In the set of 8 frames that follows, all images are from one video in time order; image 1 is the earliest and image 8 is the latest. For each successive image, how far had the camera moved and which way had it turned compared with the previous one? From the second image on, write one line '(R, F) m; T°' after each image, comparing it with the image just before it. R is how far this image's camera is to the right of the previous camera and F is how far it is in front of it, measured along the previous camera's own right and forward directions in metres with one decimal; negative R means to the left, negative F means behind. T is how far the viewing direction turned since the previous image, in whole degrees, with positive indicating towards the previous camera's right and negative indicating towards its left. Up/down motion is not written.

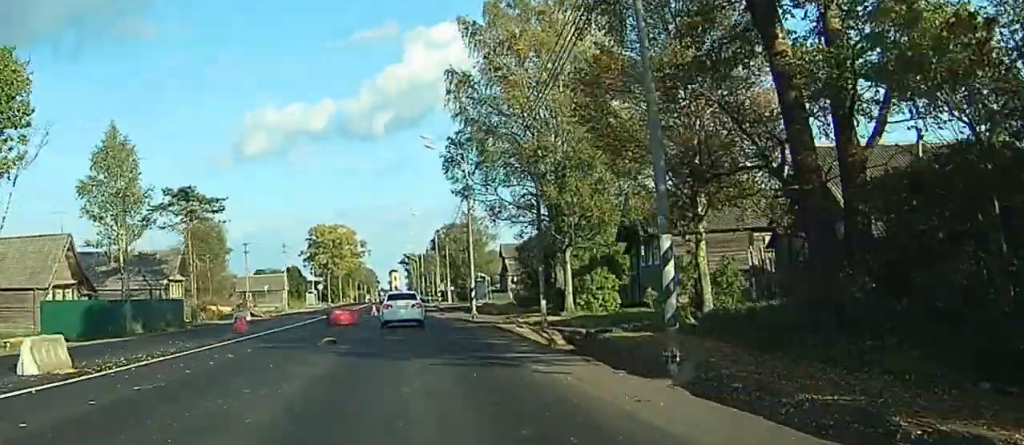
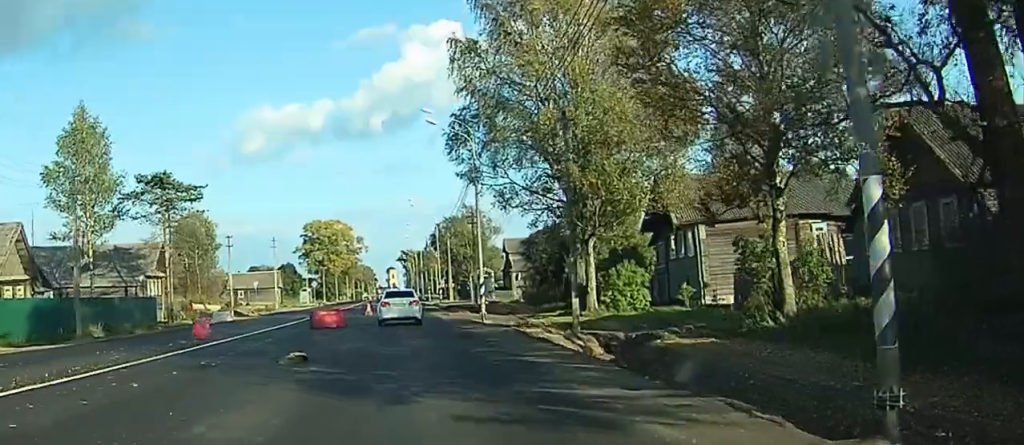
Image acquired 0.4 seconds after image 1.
(0.0, +7.2) m; 0°
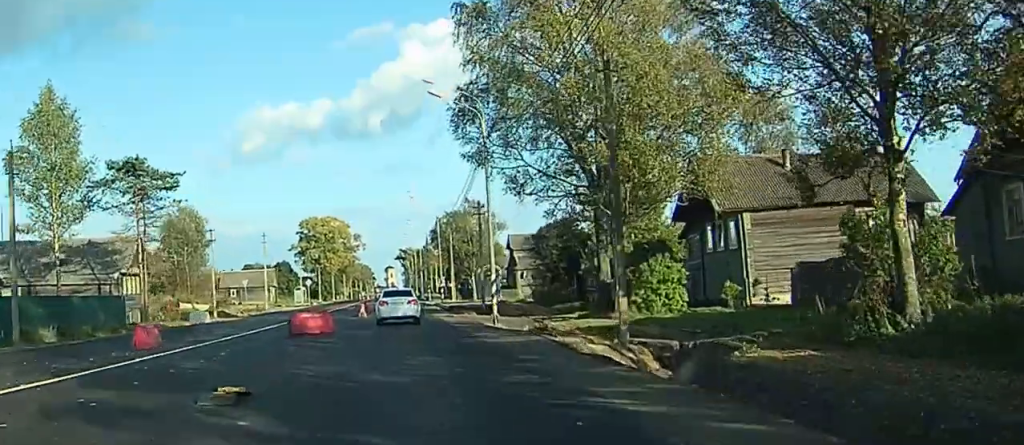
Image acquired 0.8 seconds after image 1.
(0.0, +6.7) m; 0°
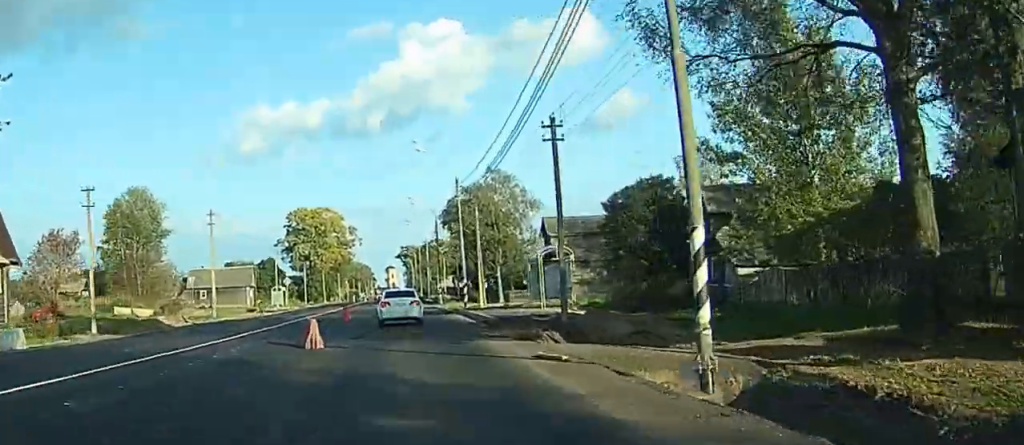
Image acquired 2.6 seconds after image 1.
(0.0, +28.6) m; 0°
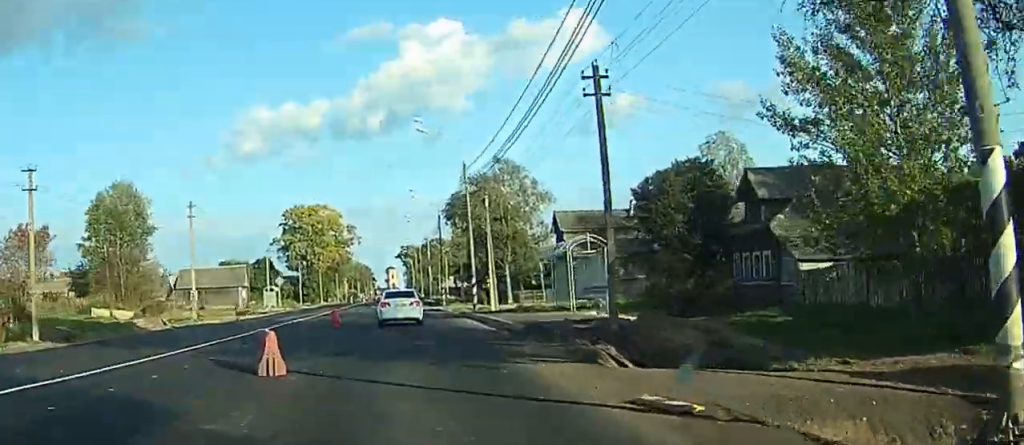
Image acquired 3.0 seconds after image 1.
(0.0, +7.1) m; 0°
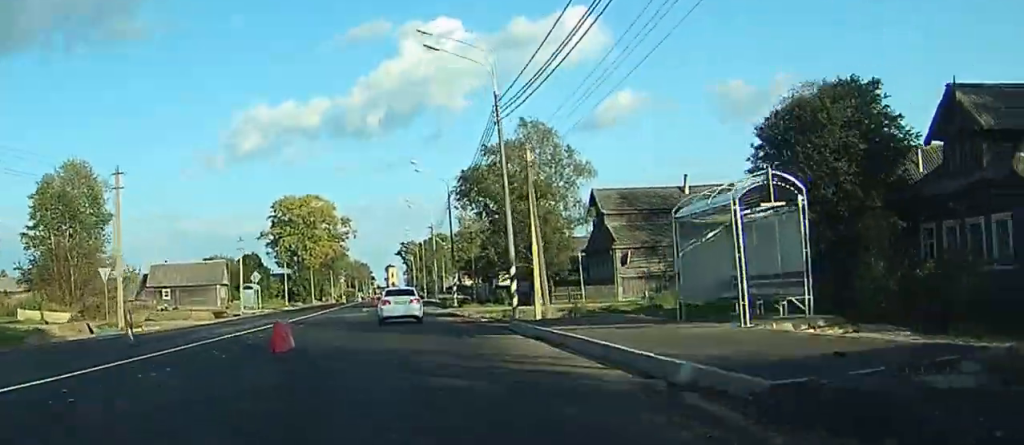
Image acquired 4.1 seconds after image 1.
(0.0, +17.3) m; 0°
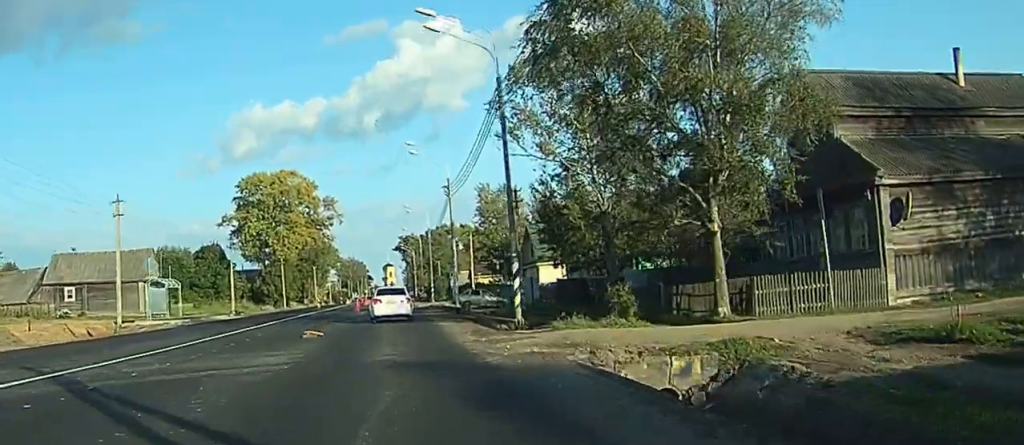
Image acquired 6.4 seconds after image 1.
(0.0, +37.3) m; 0°
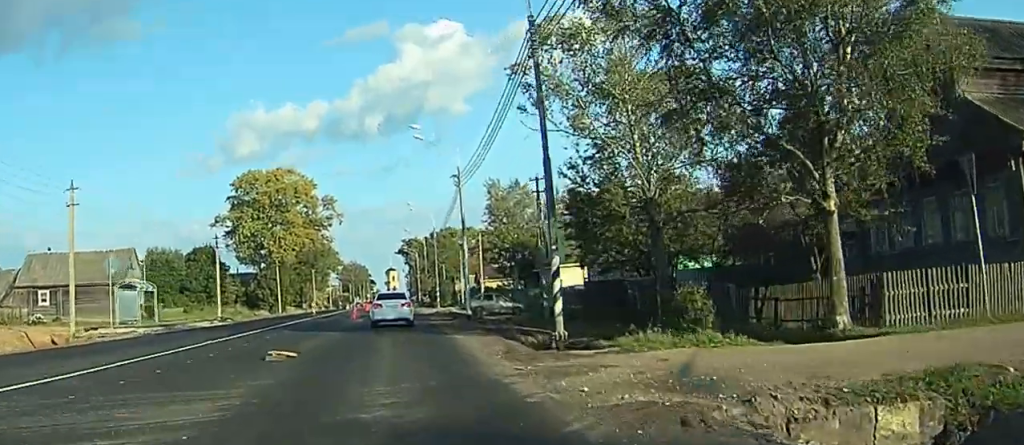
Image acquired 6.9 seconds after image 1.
(0.0, +7.4) m; 0°
